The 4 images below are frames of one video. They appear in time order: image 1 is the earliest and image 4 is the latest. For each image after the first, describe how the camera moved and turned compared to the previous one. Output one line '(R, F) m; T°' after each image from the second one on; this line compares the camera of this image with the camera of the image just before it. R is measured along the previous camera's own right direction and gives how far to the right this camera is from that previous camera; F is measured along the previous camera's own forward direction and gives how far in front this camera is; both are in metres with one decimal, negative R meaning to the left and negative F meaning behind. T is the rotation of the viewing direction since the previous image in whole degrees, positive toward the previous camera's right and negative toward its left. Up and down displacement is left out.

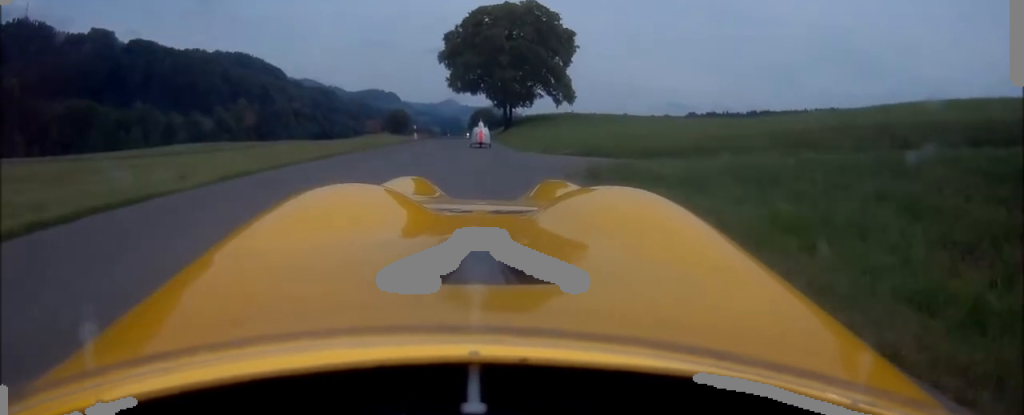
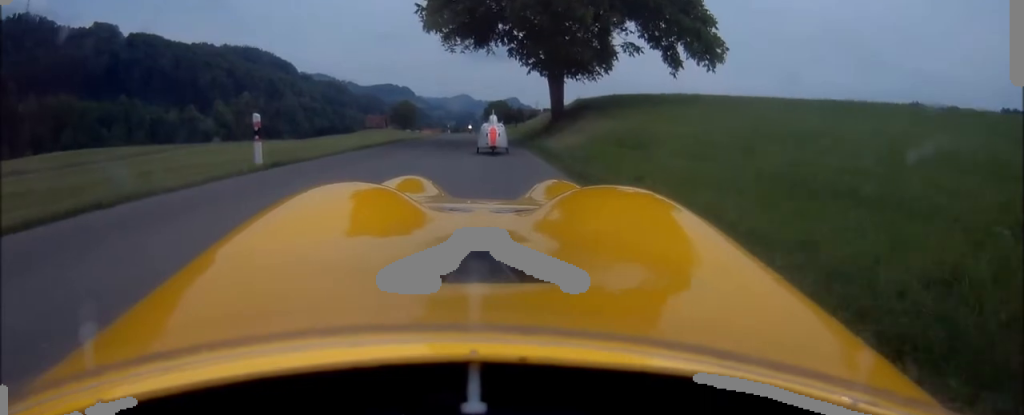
(-1.3, +28.2) m; -5°
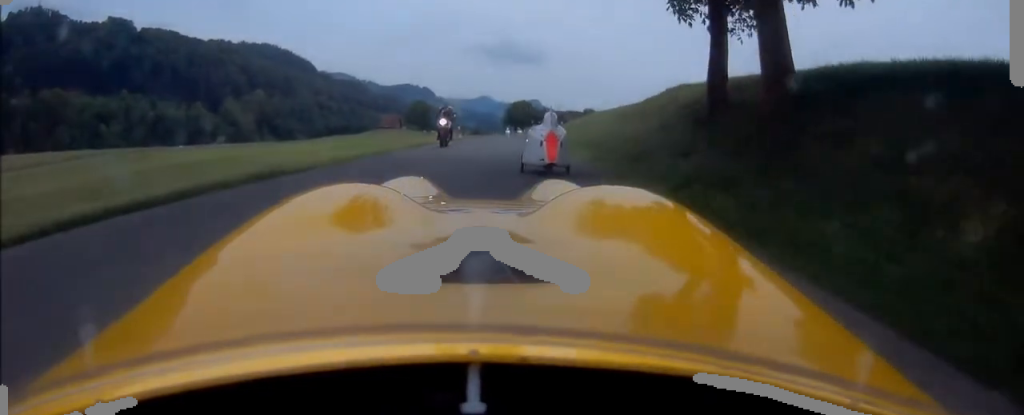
(-0.2, +16.1) m; +4°
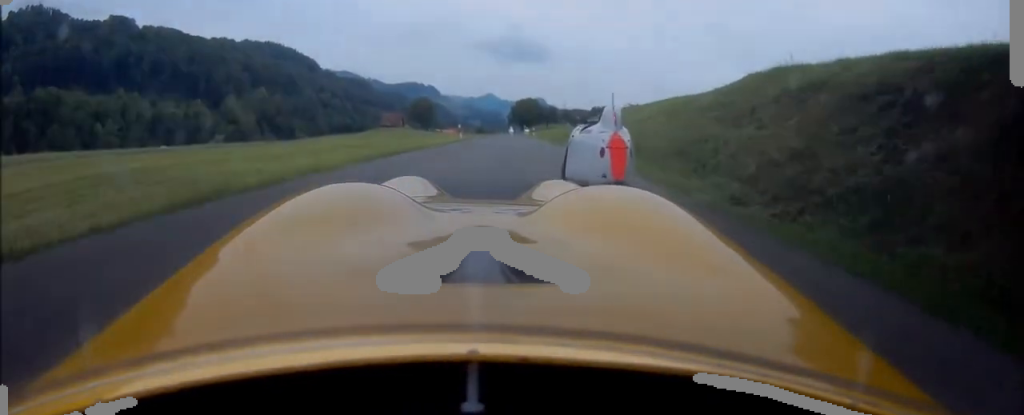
(+0.1, +6.7) m; -2°
